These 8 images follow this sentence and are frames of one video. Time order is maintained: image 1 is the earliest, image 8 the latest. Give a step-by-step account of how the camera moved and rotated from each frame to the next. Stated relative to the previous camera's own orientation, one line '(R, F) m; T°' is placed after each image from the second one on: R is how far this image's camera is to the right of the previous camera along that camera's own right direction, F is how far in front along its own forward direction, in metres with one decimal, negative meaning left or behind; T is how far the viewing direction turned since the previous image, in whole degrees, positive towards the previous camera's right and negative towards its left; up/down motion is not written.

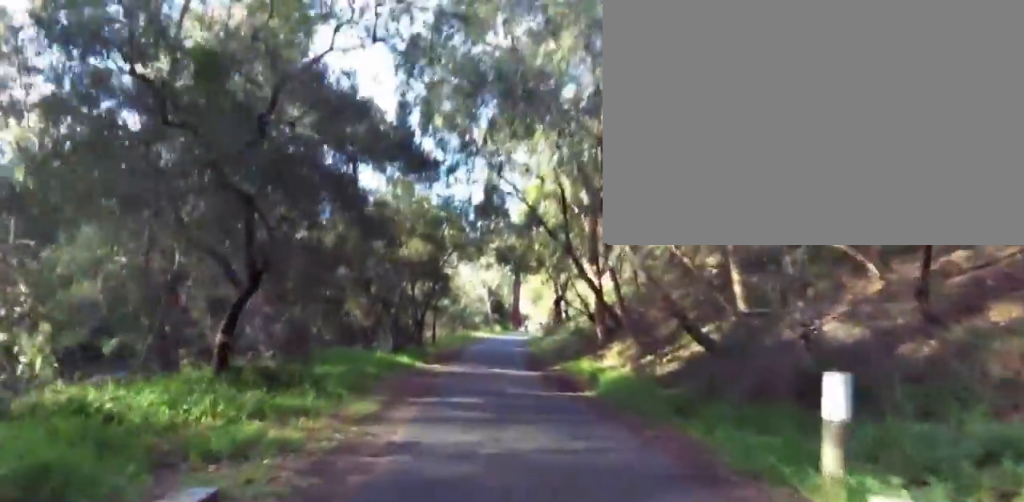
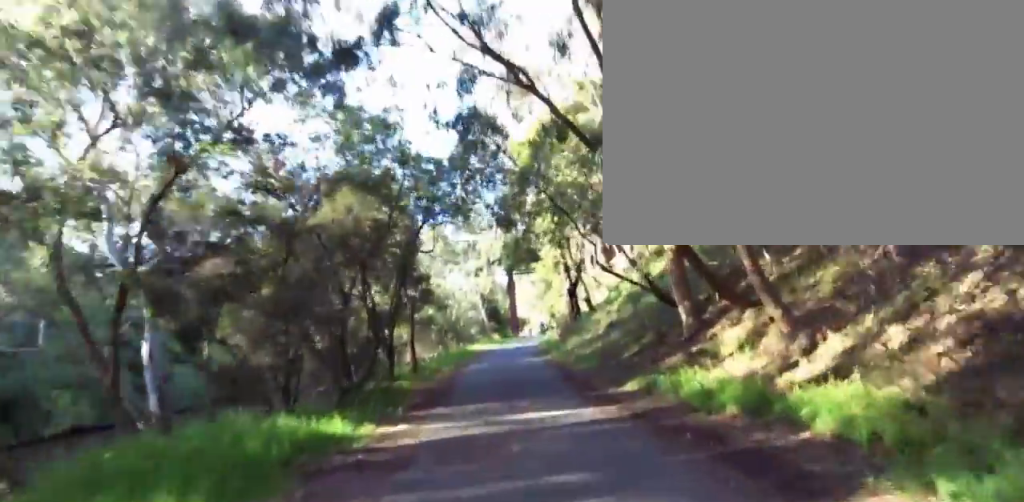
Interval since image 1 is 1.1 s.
(+0.7, +8.1) m; +9°
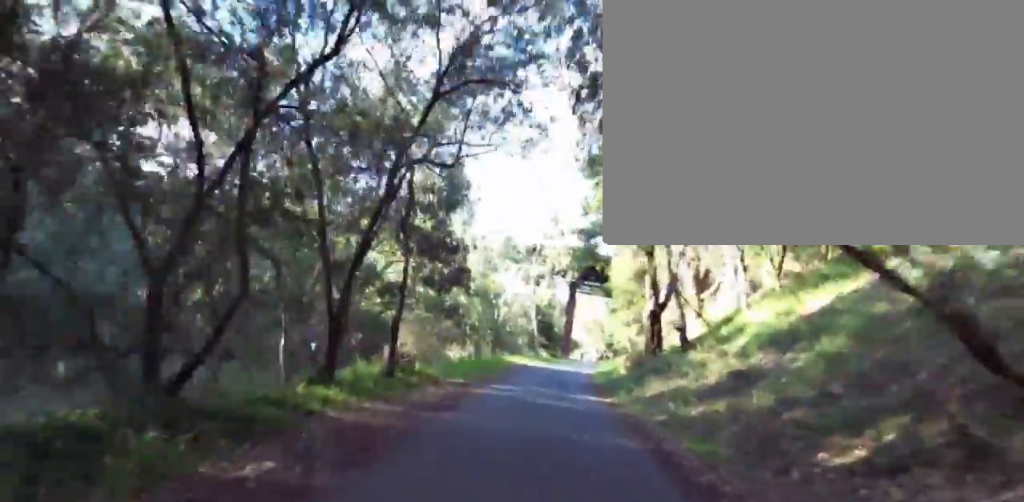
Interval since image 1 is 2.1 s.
(+0.4, +7.6) m; 0°
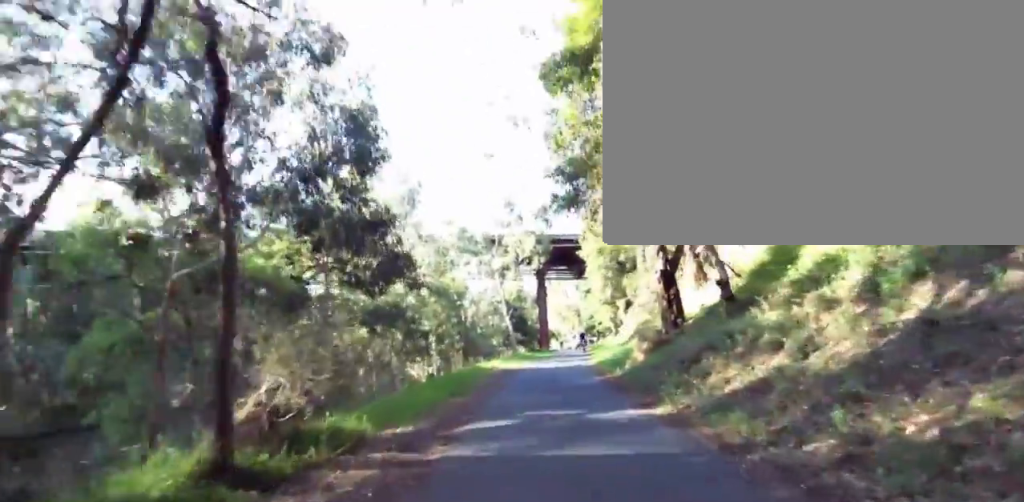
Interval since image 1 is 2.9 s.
(-0.2, +6.1) m; -5°
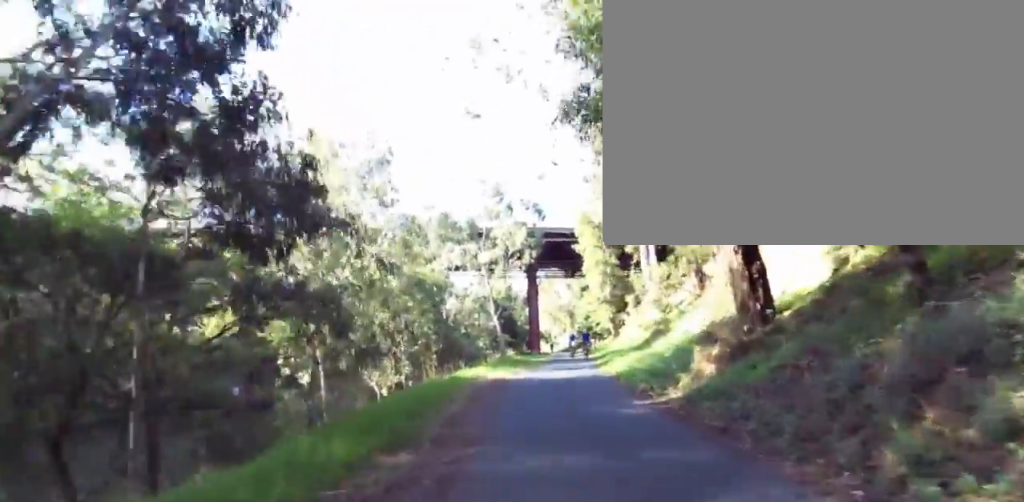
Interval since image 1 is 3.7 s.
(-0.4, +6.4) m; -4°
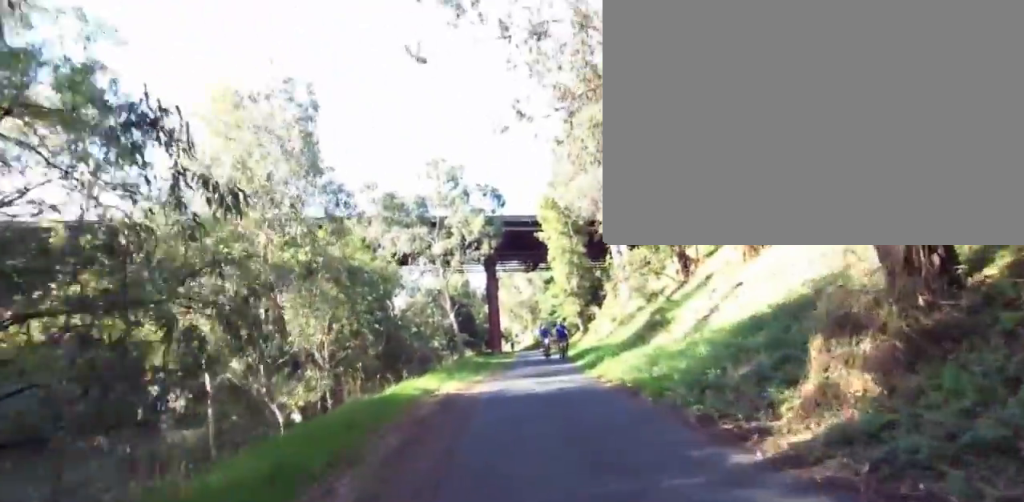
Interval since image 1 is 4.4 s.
(-0.4, +5.5) m; 0°
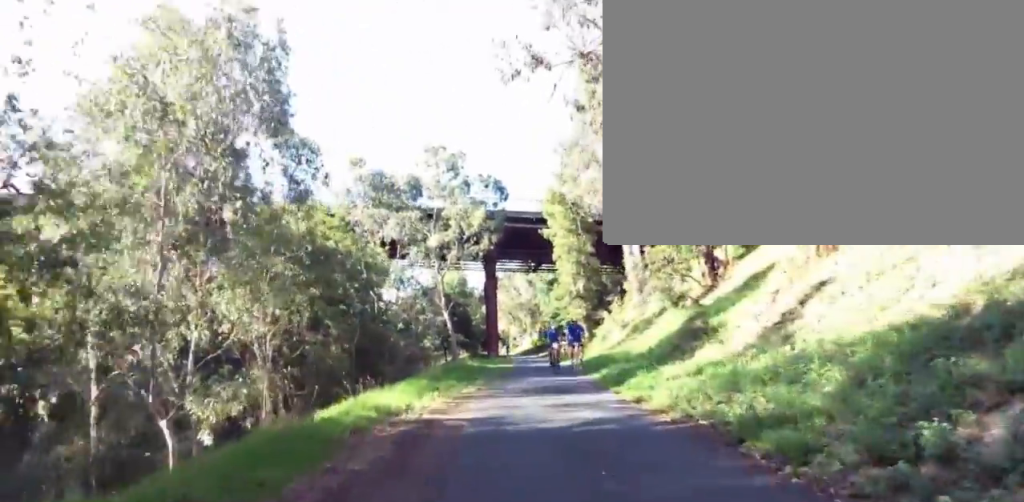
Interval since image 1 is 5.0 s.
(+0.4, +4.2) m; 0°
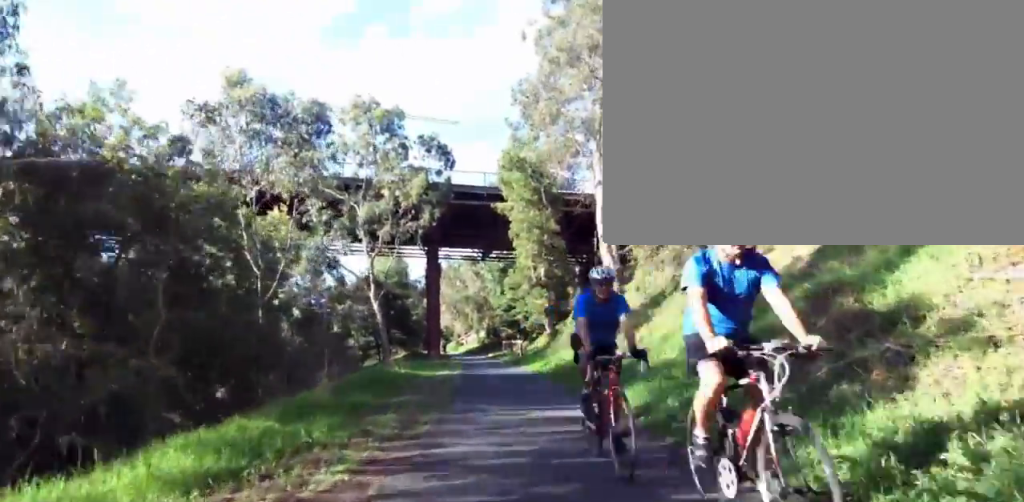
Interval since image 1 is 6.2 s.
(-0.3, +9.2) m; +7°
